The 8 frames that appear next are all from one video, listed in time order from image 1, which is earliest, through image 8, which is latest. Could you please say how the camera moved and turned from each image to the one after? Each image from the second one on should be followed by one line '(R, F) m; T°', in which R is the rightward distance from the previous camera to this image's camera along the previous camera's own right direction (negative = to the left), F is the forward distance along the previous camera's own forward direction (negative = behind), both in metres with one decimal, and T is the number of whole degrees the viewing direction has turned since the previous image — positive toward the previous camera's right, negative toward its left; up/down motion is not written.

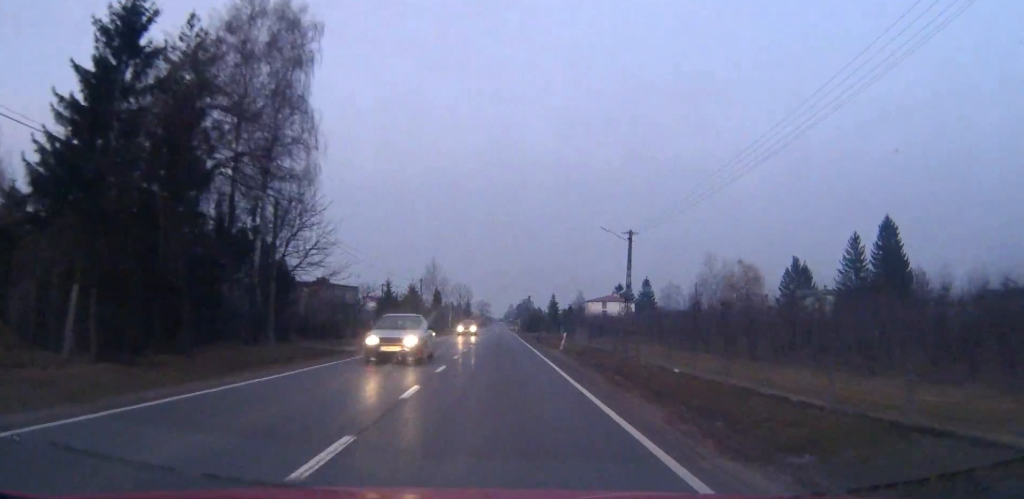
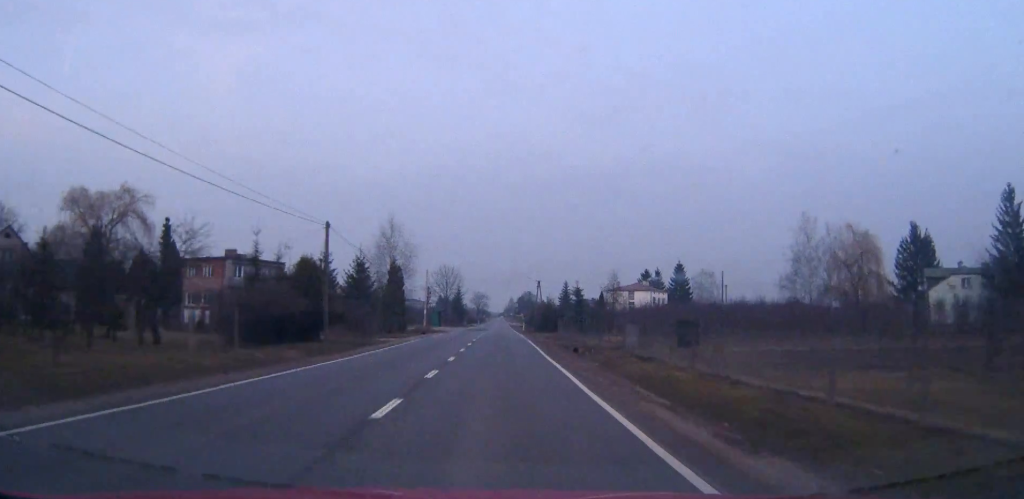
(+0.1, +44.2) m; 0°
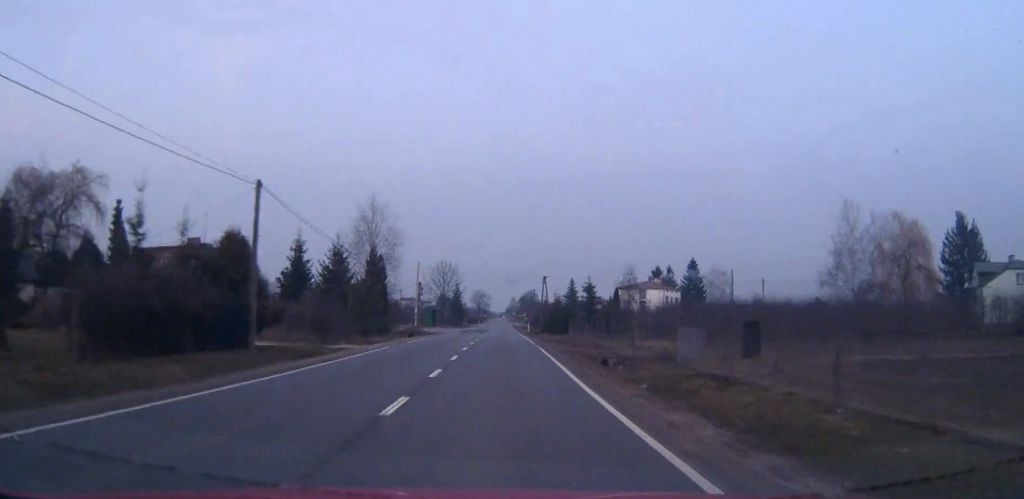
(0.0, +11.5) m; 0°
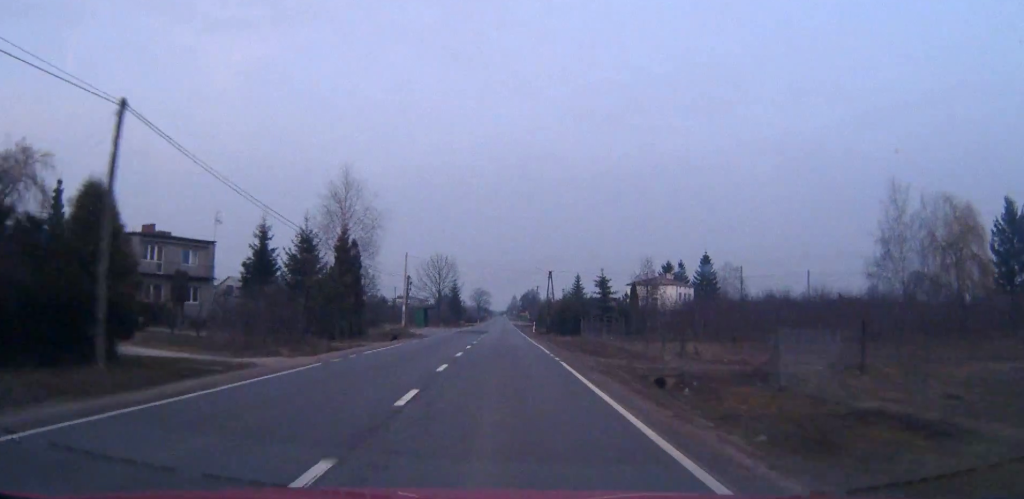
(0.0, +10.9) m; 0°
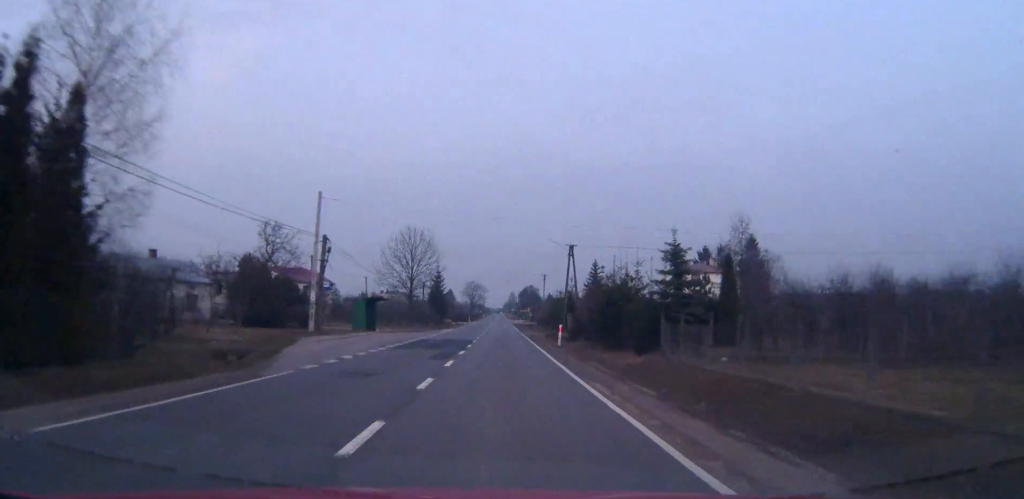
(-0.1, +33.3) m; 0°
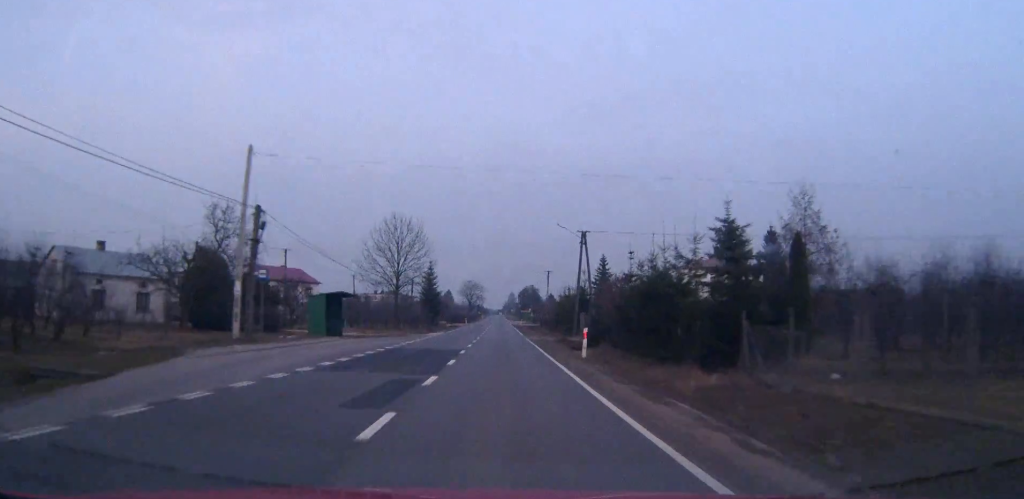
(0.0, +10.9) m; 0°
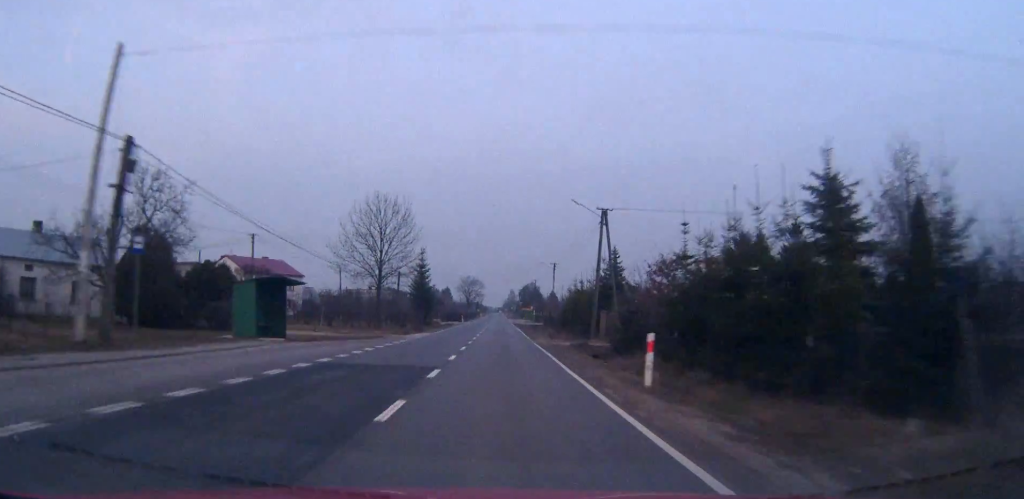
(0.0, +10.9) m; 0°
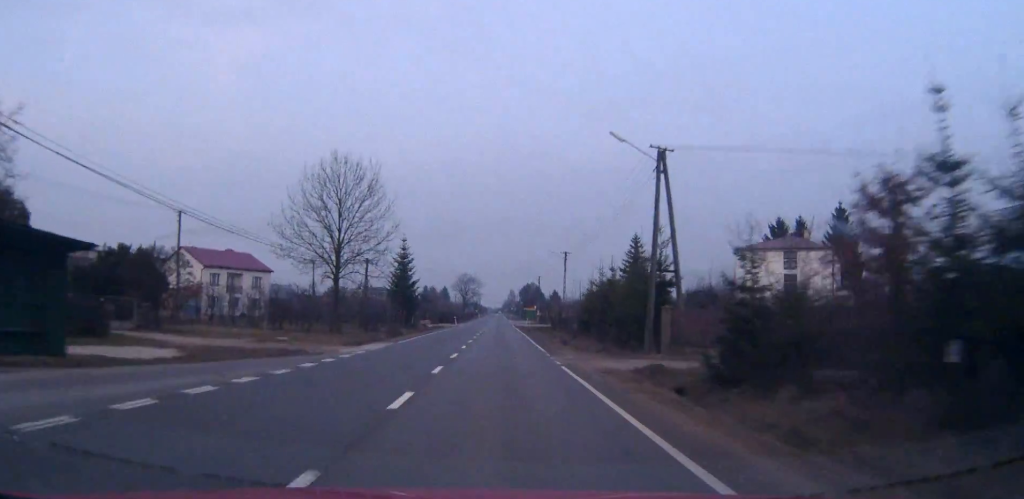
(0.0, +16.6) m; 0°
